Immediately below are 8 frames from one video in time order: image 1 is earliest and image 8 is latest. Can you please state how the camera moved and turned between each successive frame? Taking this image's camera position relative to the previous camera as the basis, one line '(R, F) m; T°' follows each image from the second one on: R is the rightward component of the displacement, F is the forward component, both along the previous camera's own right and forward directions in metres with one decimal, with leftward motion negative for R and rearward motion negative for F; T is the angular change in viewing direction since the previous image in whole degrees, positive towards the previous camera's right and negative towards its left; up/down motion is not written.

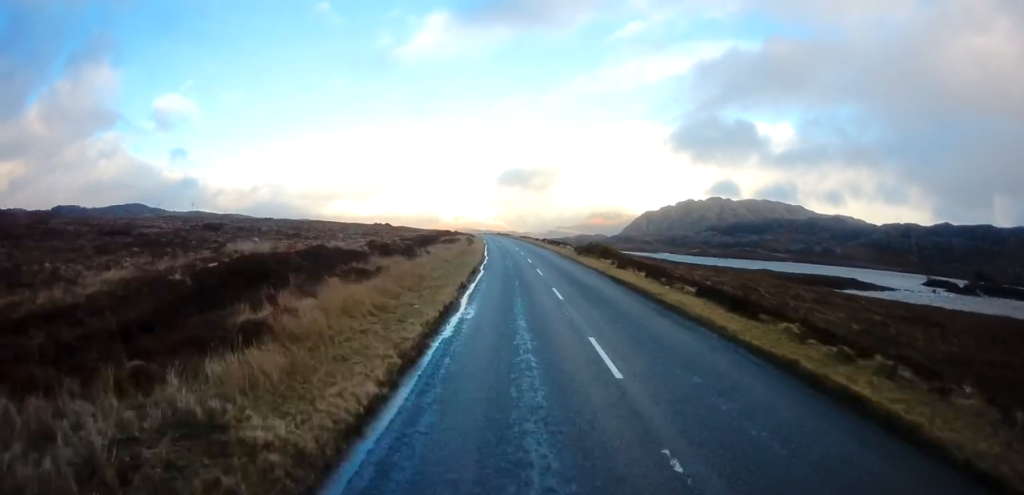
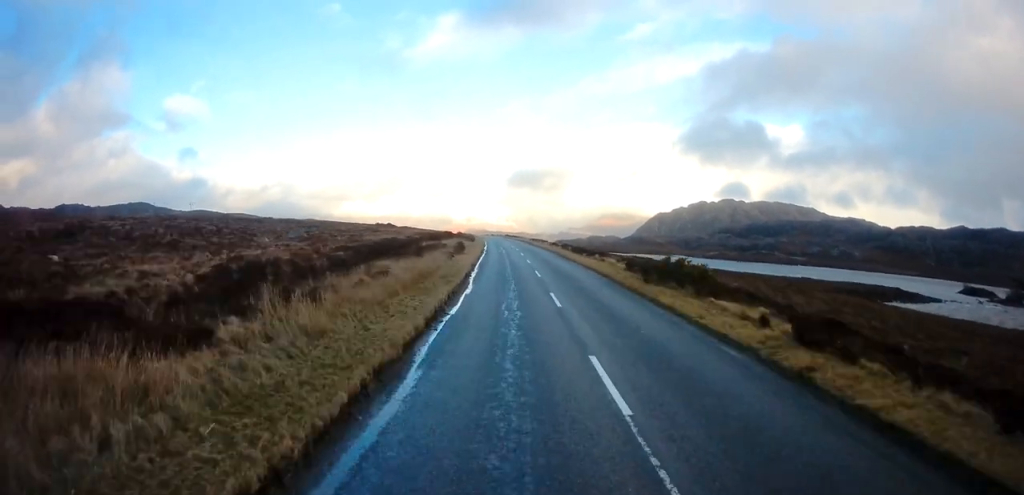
(-0.4, +18.9) m; -2°
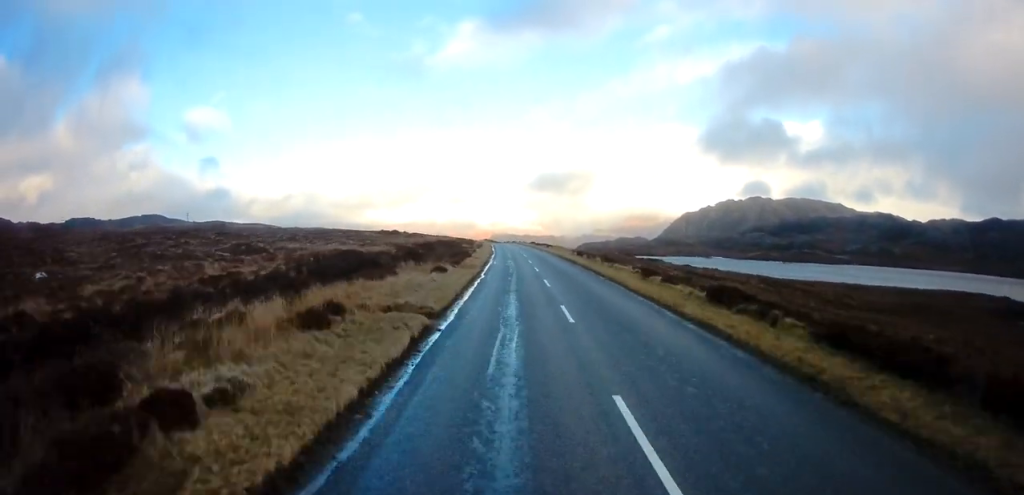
(+0.1, +37.5) m; 0°
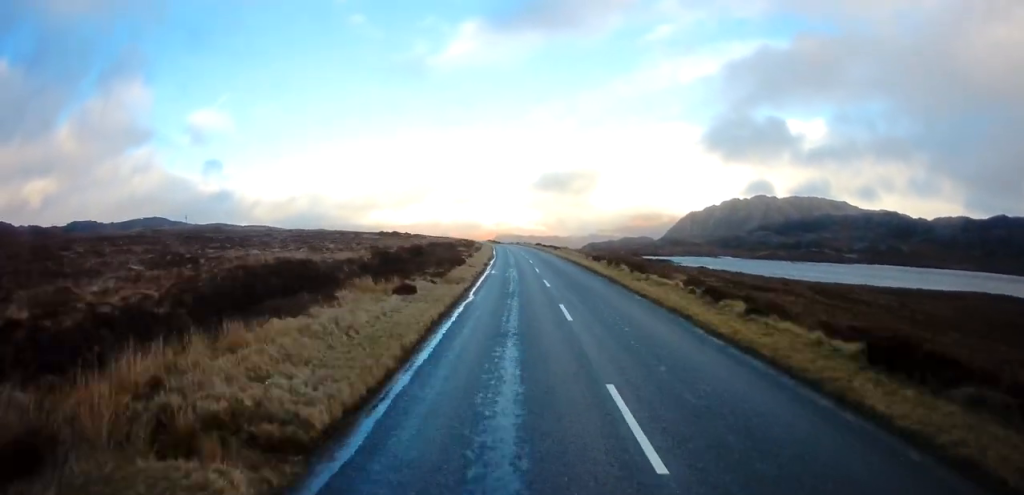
(-0.2, +8.1) m; -1°
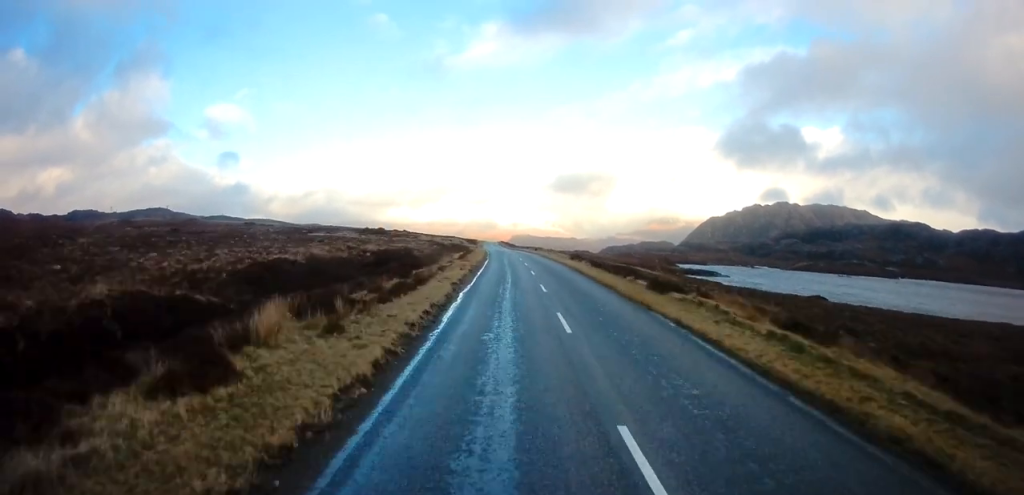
(-1.4, +44.9) m; -3°
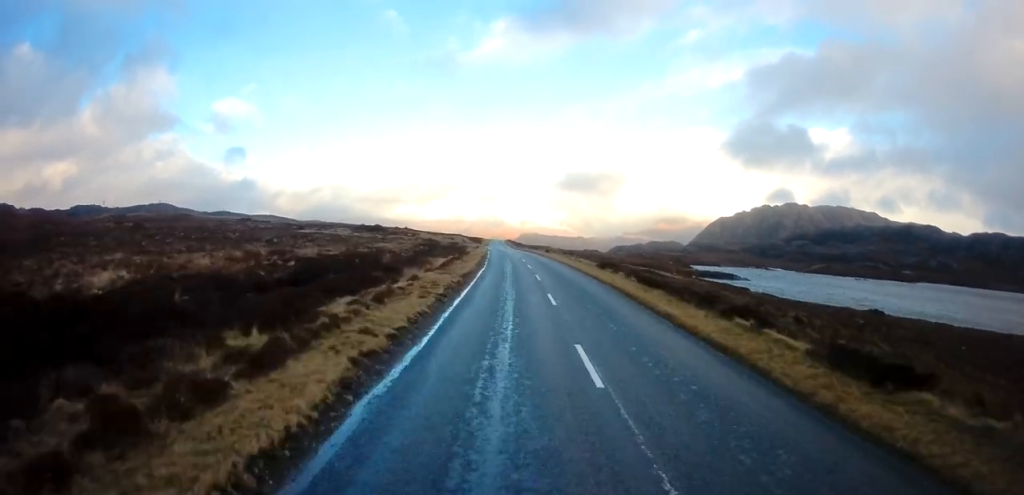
(-0.1, +13.2) m; -1°
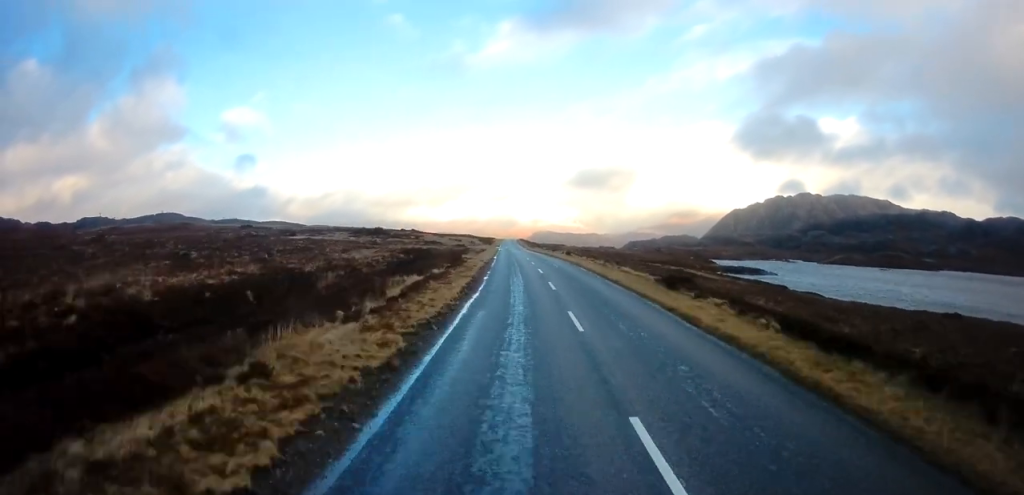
(0.0, +13.3) m; 0°
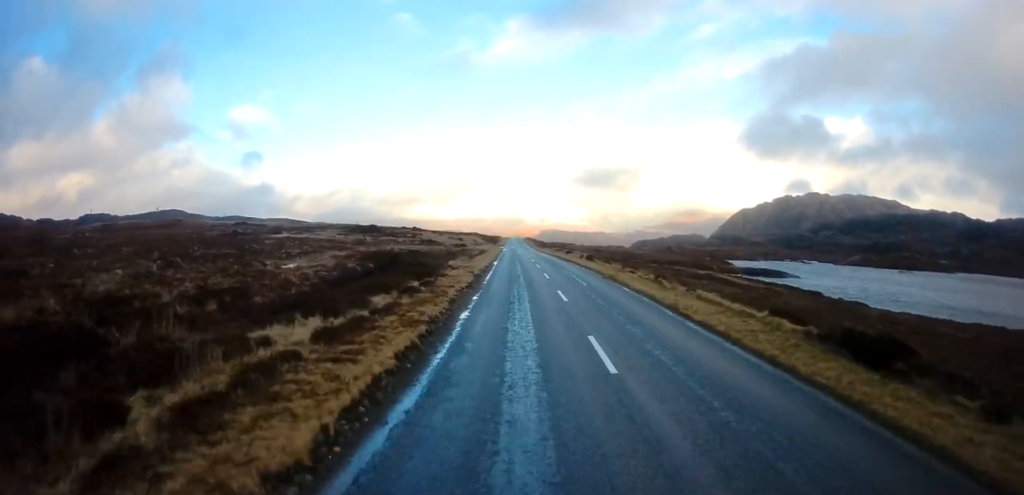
(0.0, +12.5) m; -1°
